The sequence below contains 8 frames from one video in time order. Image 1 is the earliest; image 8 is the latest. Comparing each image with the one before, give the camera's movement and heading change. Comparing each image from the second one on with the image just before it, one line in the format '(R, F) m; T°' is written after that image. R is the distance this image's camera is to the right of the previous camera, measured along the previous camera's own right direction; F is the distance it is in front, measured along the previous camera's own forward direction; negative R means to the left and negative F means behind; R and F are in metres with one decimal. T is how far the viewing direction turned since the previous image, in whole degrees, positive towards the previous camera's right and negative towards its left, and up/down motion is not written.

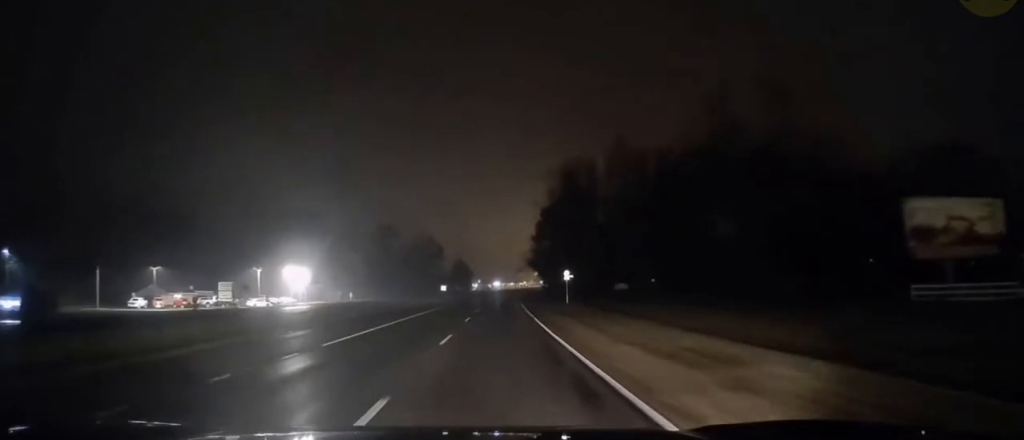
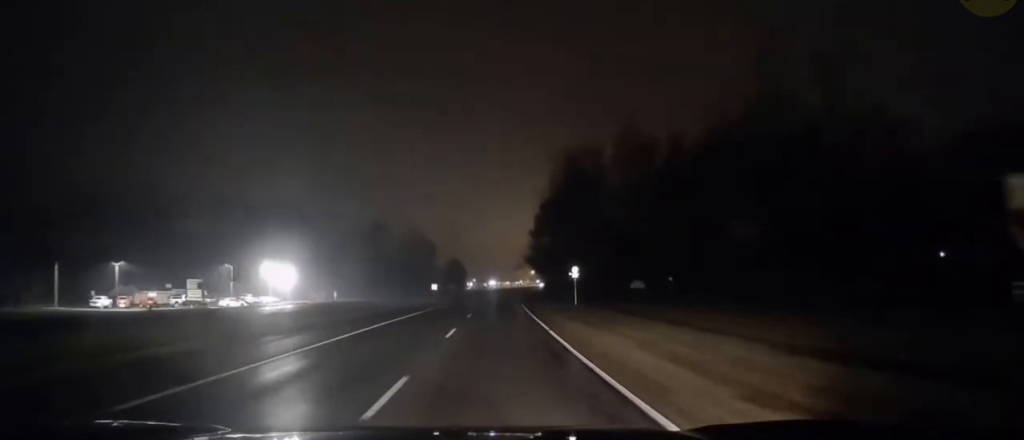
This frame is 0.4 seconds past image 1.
(0.0, +10.1) m; 0°
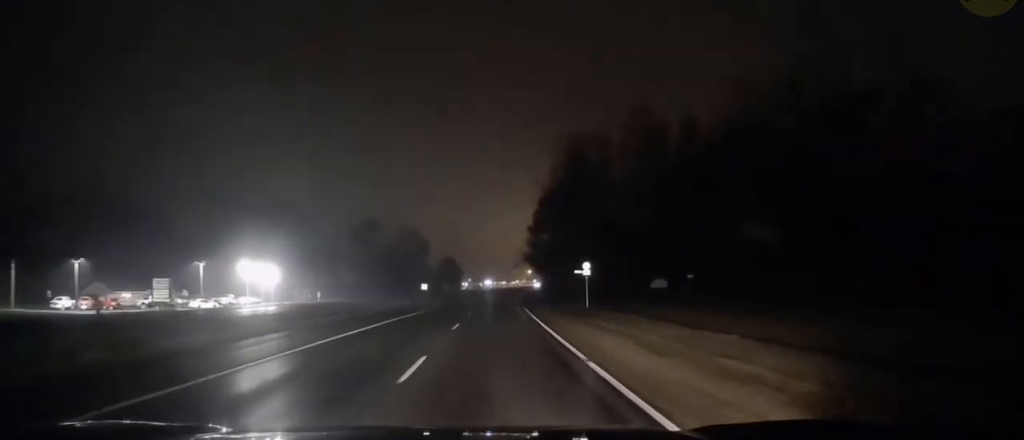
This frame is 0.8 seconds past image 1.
(0.0, +9.4) m; 0°
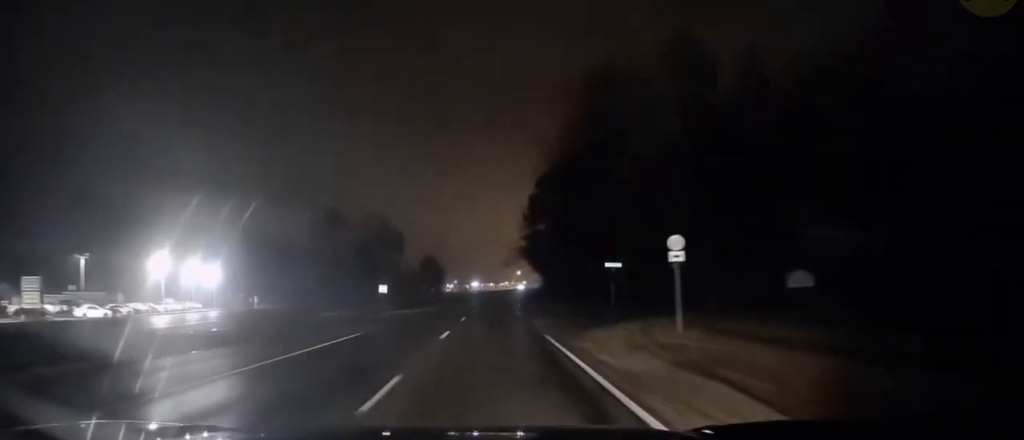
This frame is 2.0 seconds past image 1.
(0.0, +26.5) m; +1°
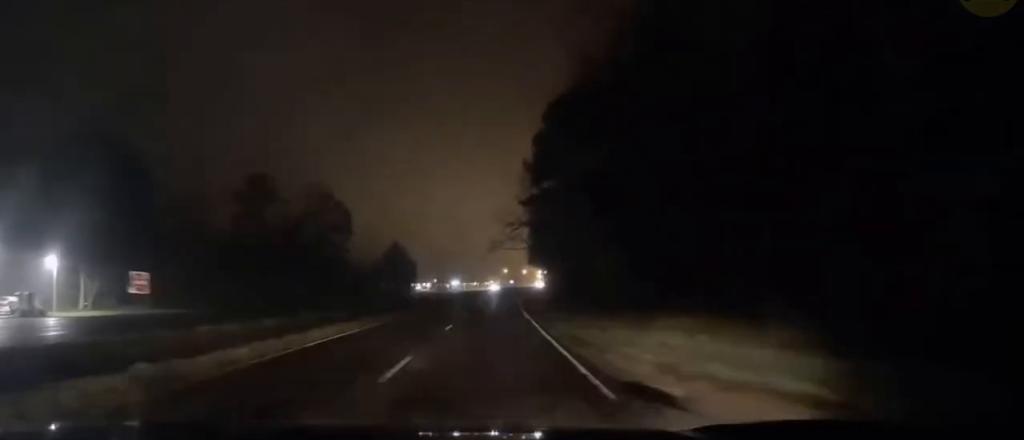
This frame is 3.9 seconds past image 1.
(+0.9, +45.3) m; +1°
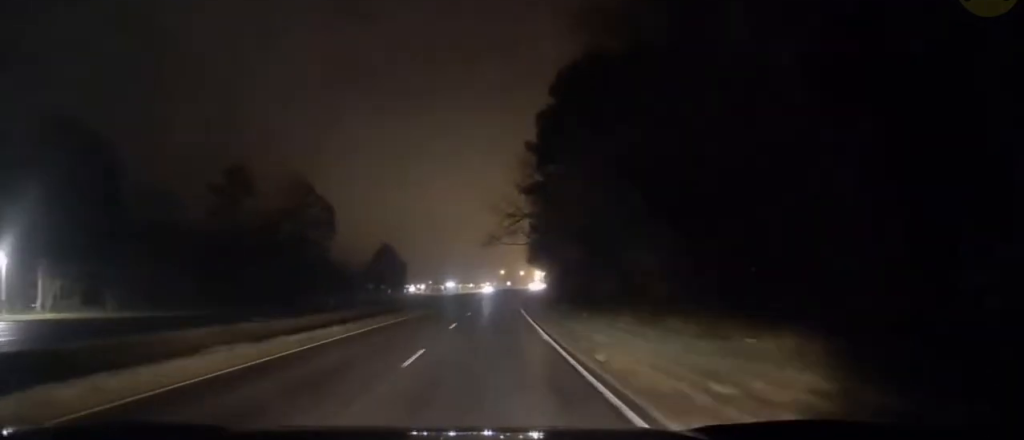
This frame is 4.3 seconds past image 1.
(-0.1, +10.2) m; 0°
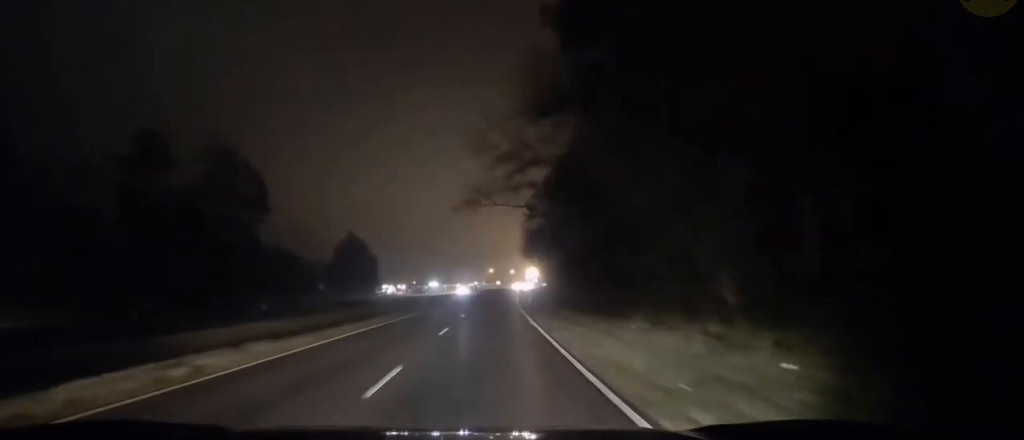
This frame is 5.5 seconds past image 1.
(+0.6, +28.2) m; +2°
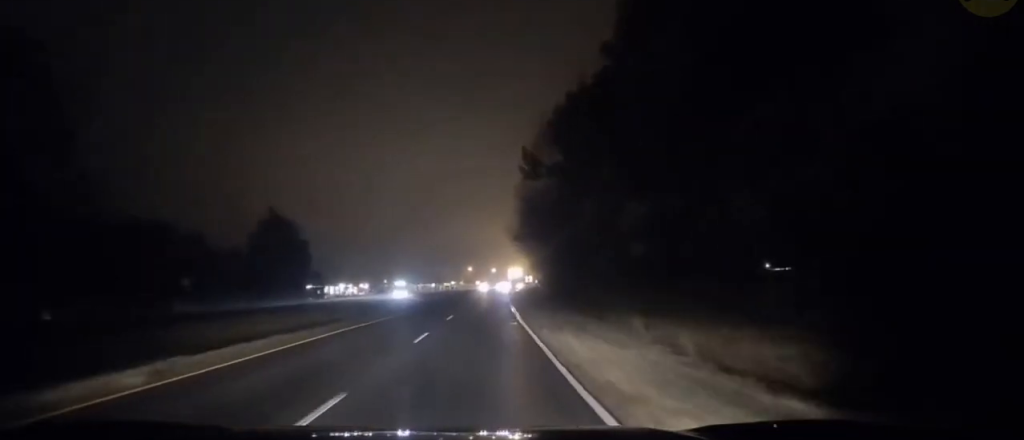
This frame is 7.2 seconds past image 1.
(+0.4, +39.1) m; +1°
